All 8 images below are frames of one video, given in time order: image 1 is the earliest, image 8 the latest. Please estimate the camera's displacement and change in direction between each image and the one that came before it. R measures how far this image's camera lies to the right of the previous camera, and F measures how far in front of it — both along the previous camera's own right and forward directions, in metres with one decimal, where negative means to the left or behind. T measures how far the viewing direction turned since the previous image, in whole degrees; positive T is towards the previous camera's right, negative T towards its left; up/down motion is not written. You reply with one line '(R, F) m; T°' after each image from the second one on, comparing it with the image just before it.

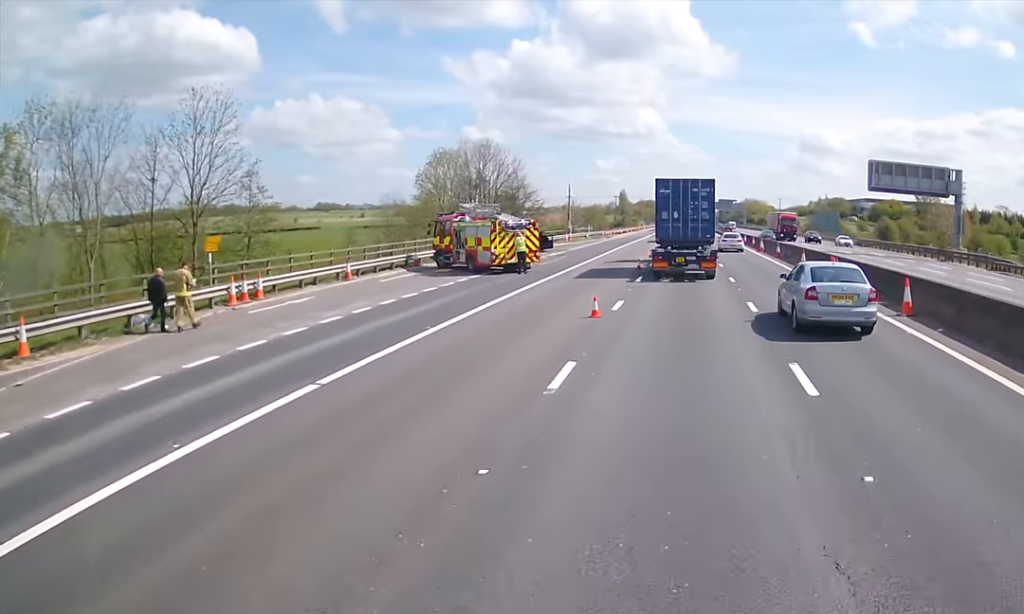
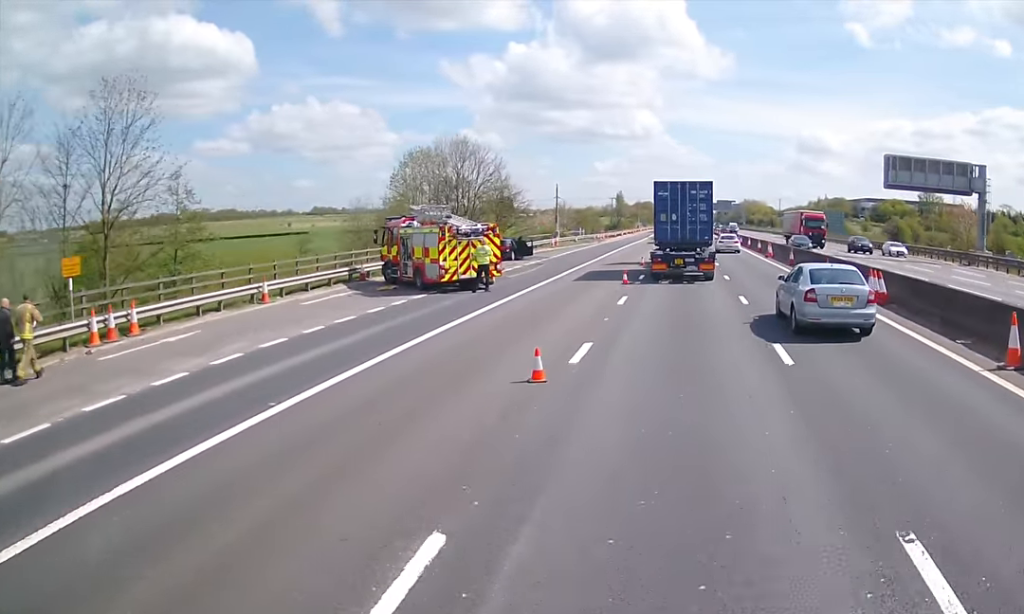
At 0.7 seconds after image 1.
(0.0, +6.6) m; 0°
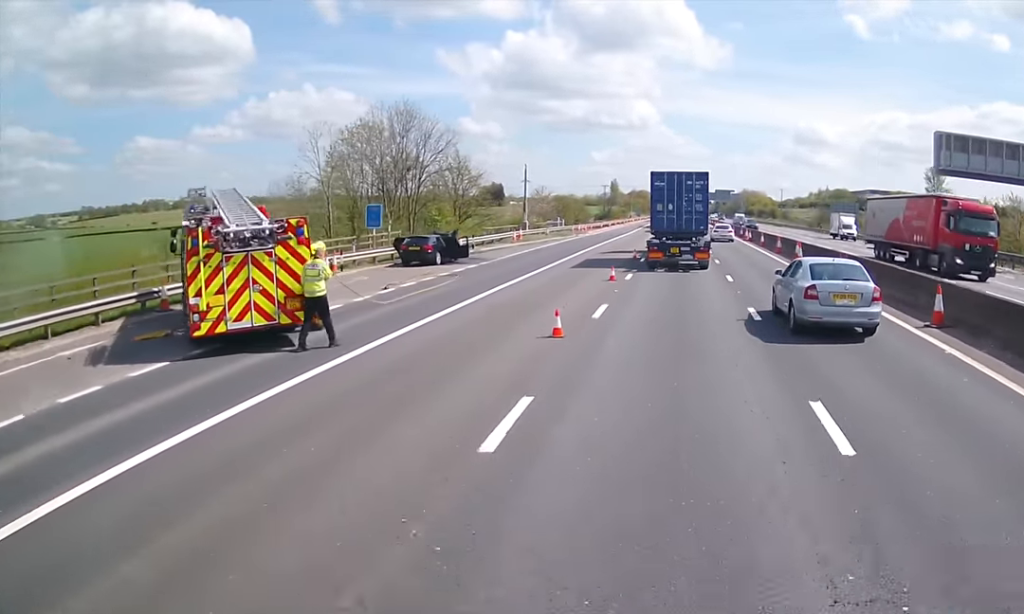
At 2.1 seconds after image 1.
(0.0, +13.7) m; 0°
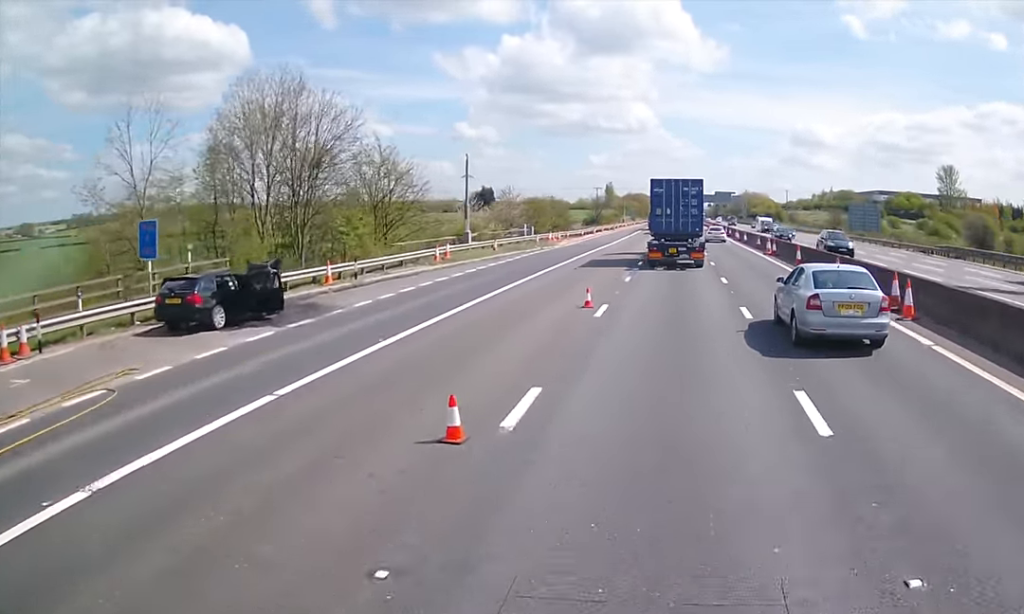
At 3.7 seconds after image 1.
(0.0, +17.5) m; 0°
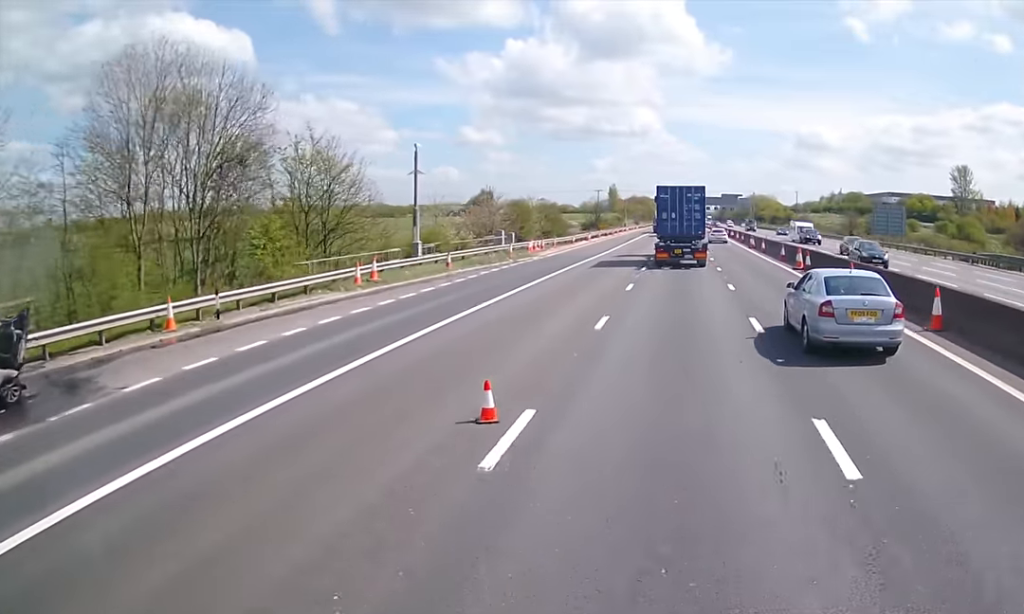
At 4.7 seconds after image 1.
(0.0, +10.2) m; -2°
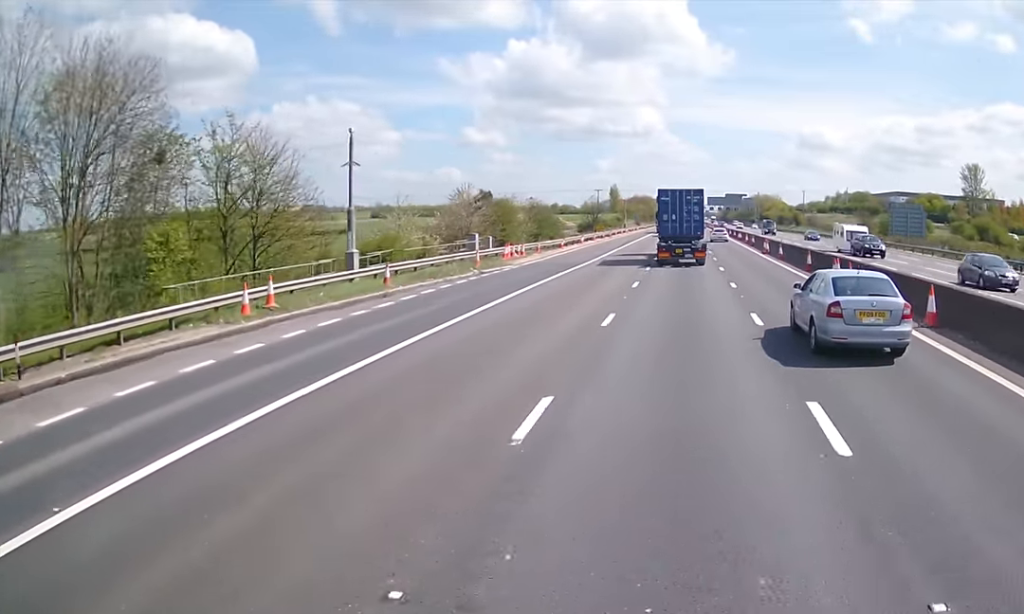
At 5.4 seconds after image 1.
(-0.1, +7.9) m; -2°
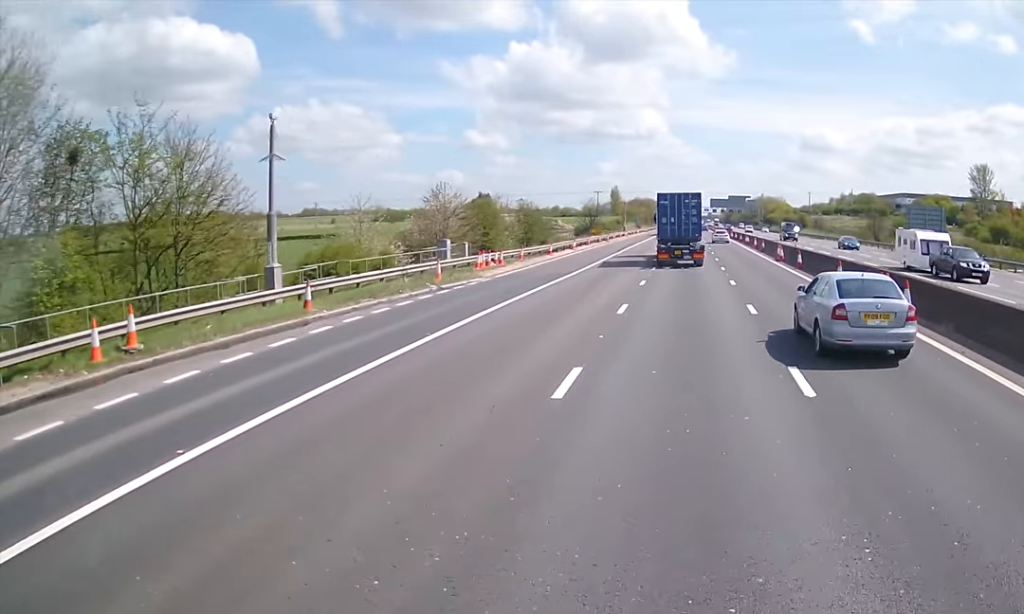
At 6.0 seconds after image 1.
(-0.3, +6.2) m; -1°
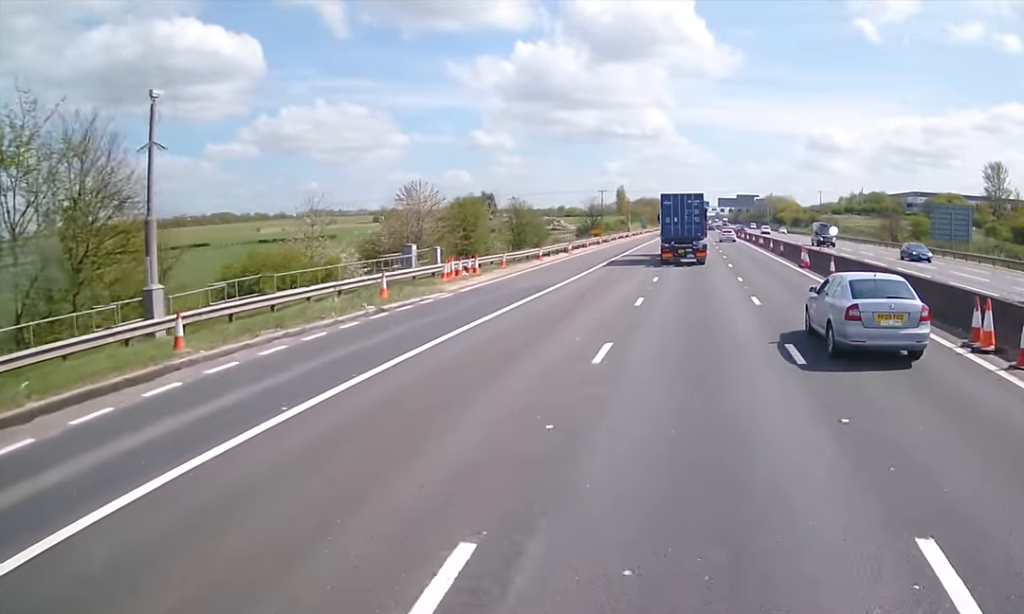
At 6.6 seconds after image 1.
(+0.1, +6.5) m; +1°
